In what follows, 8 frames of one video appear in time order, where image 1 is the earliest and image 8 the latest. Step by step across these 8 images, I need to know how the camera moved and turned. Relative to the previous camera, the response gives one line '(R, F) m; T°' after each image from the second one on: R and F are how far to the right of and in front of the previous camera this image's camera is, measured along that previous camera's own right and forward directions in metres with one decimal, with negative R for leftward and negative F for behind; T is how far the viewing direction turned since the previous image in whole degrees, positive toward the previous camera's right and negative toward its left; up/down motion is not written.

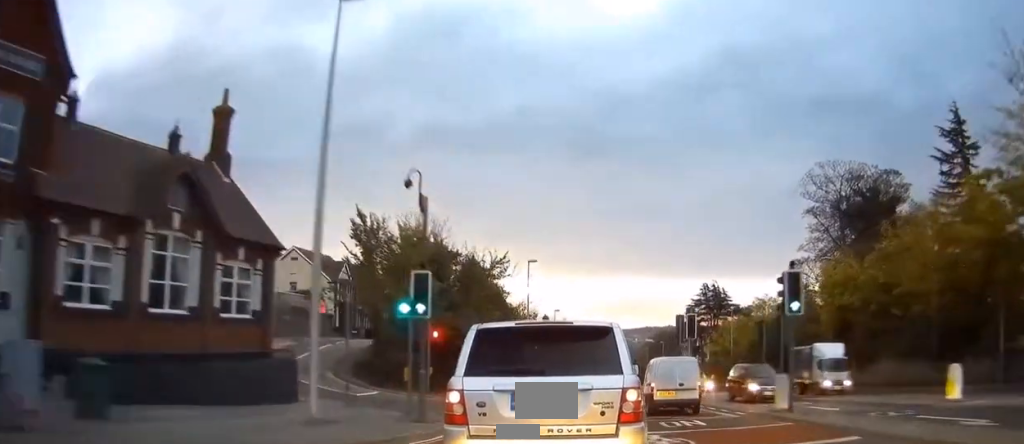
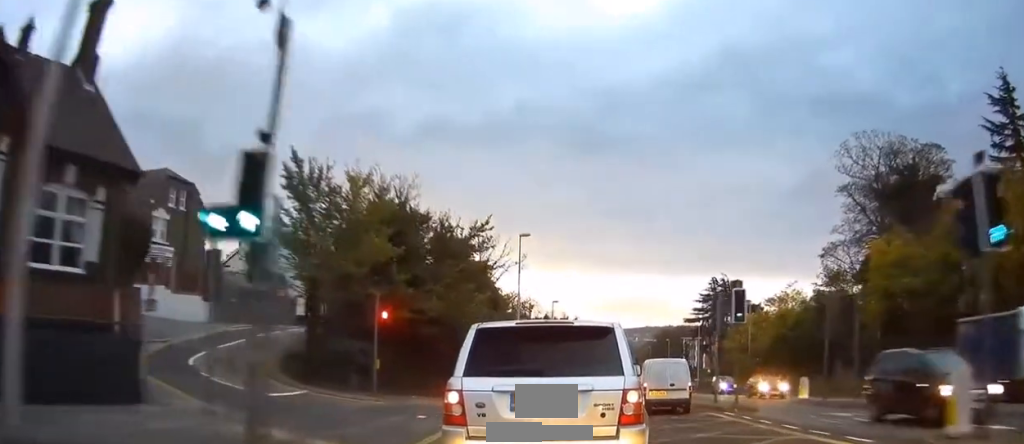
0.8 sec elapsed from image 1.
(-0.8, +11.6) m; -4°
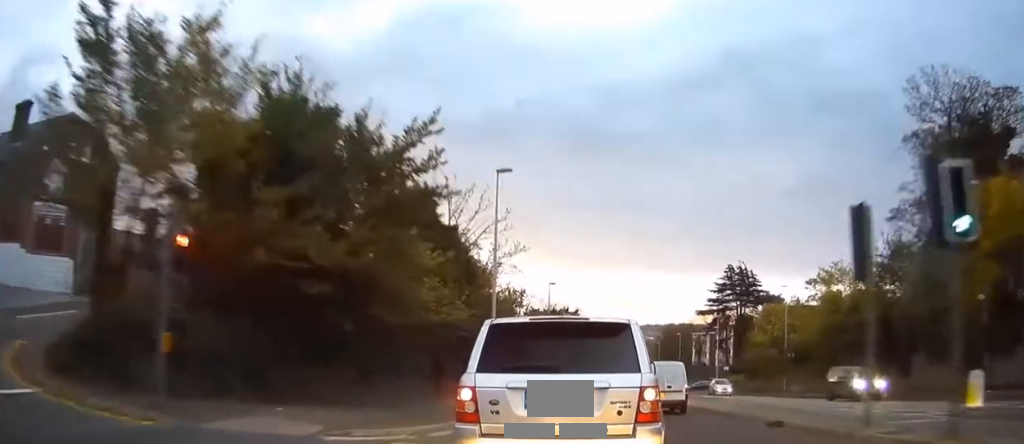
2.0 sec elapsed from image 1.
(+0.2, +16.5) m; +2°
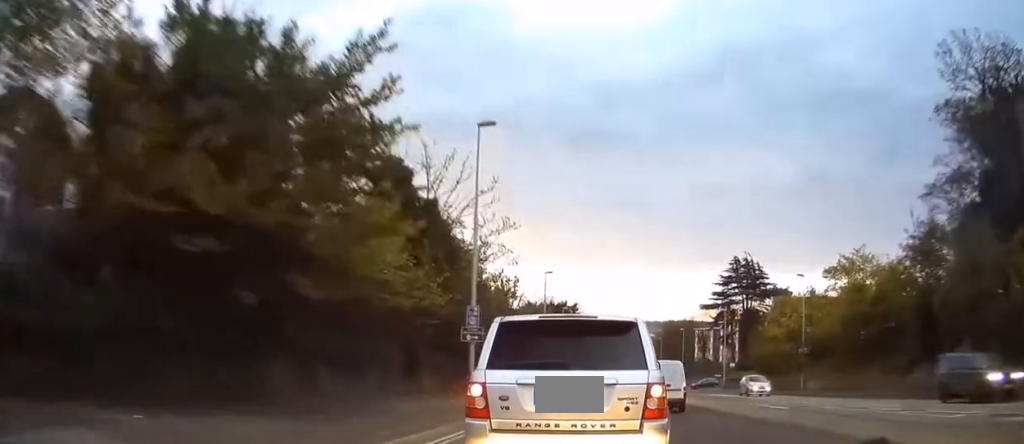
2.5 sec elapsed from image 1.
(+0.1, +6.4) m; +1°
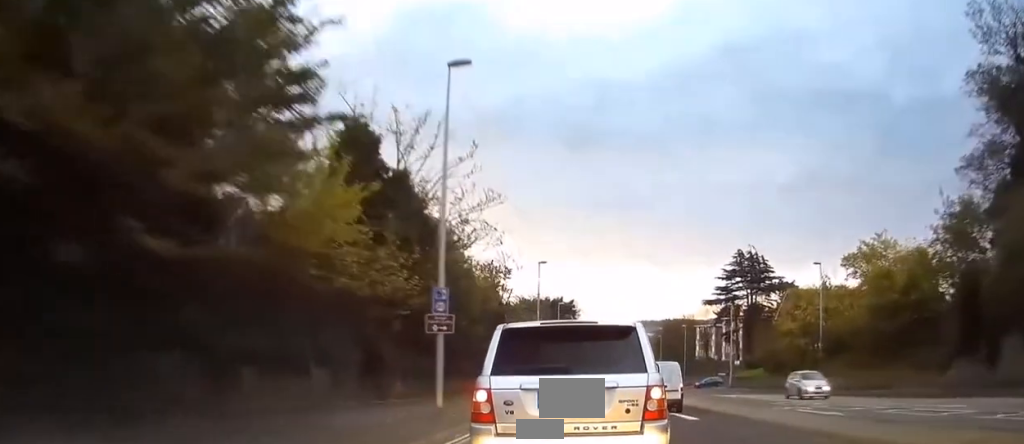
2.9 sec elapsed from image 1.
(+0.1, +5.7) m; +1°
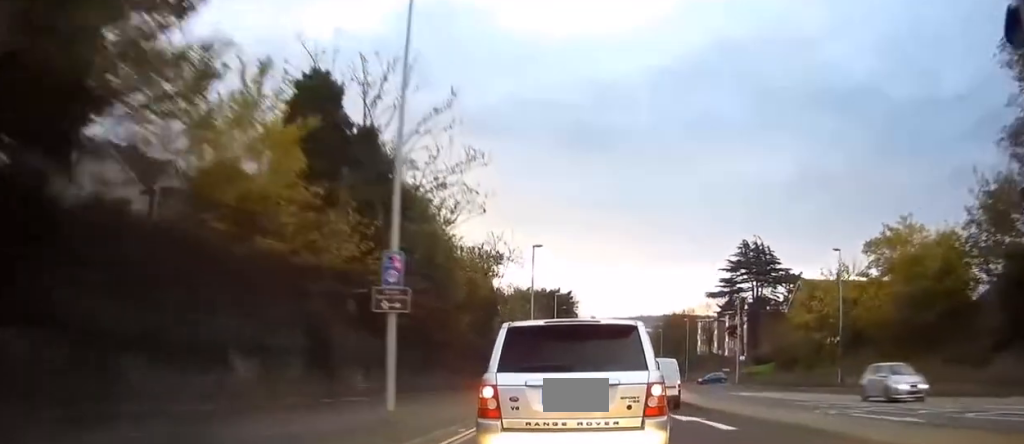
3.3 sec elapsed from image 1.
(+0.1, +5.1) m; 0°
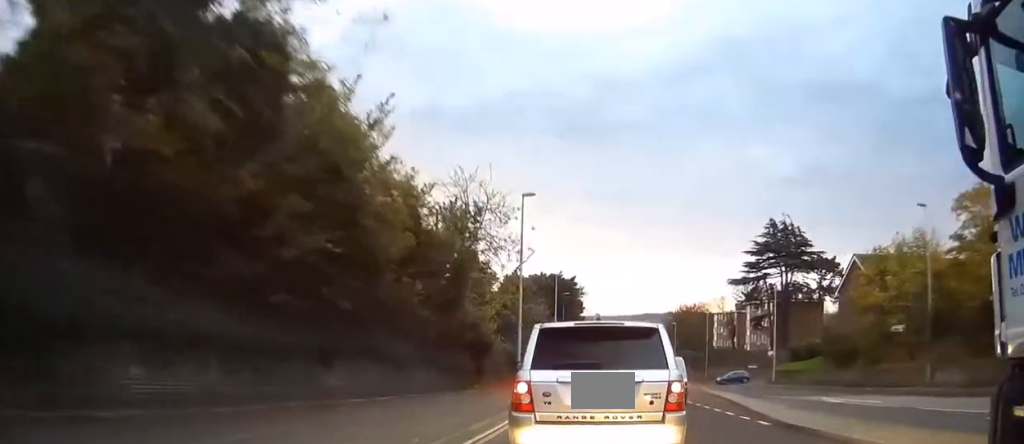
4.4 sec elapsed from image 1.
(+0.1, +13.8) m; 0°
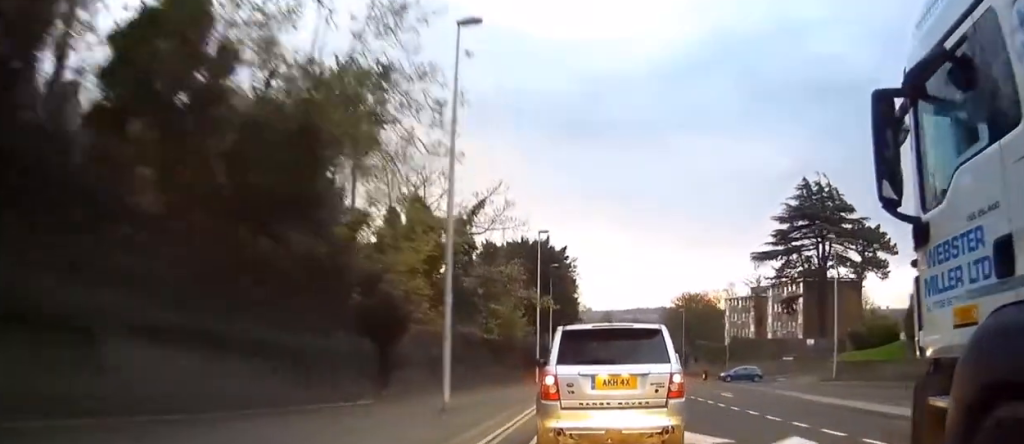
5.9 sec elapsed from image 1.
(0.0, +17.4) m; 0°
